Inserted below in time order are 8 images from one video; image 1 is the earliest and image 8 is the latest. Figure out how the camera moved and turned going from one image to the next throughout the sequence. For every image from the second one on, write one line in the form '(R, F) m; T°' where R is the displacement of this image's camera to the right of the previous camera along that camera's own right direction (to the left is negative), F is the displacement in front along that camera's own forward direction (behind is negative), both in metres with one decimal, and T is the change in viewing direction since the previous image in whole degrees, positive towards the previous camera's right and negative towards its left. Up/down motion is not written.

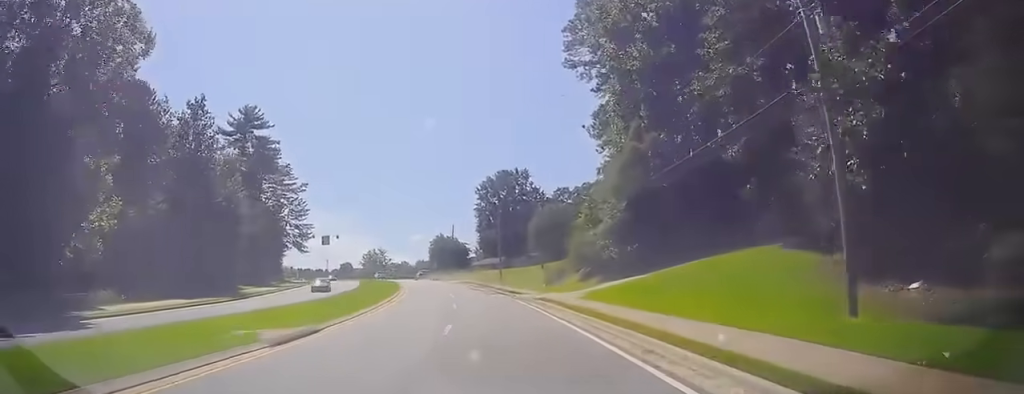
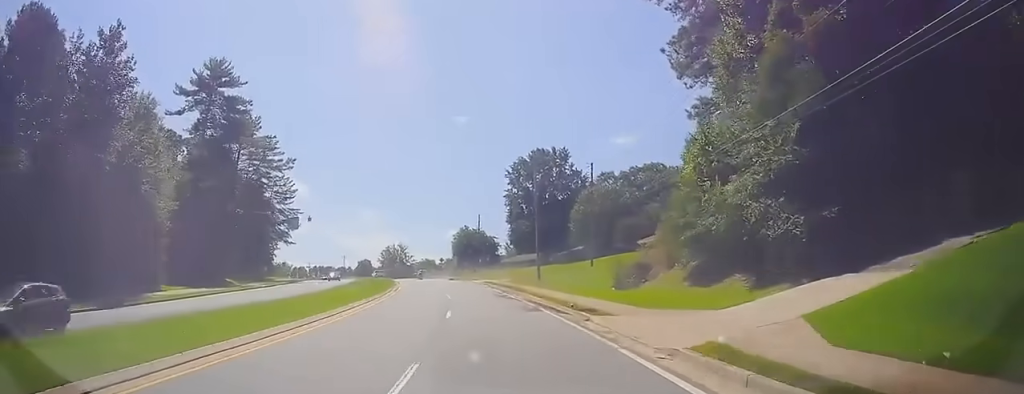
(-1.4, +21.9) m; -4°
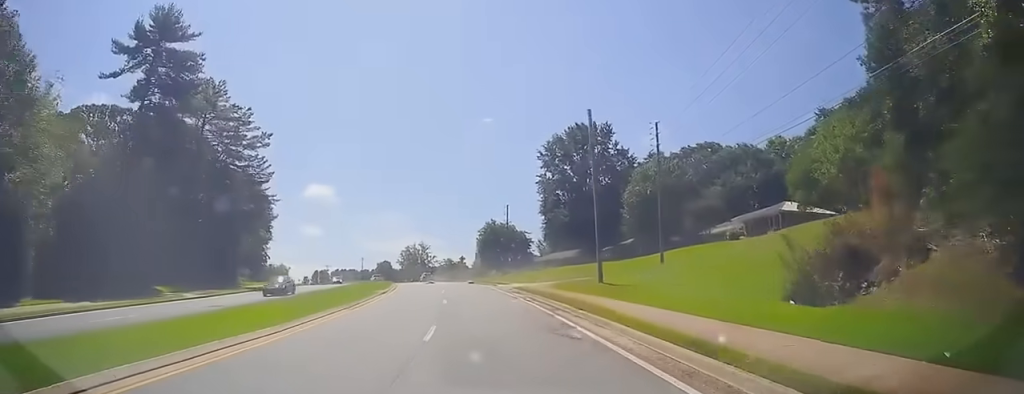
(0.0, +21.1) m; 0°
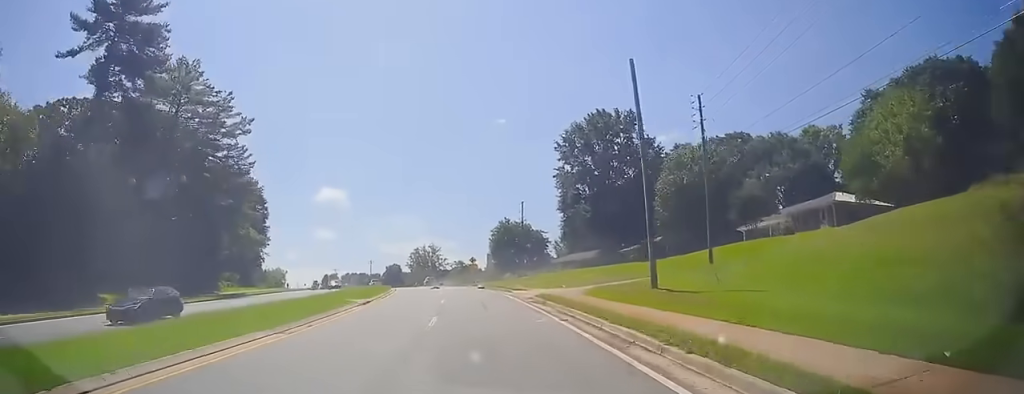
(0.0, +11.0) m; -1°
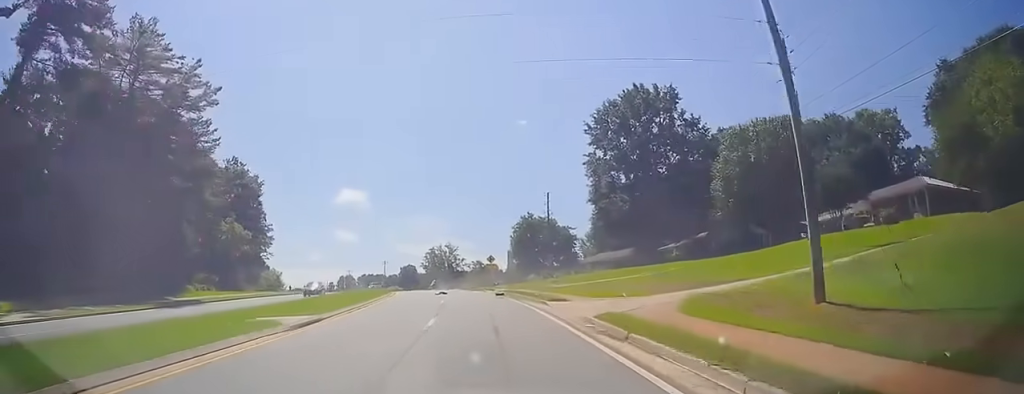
(+0.1, +13.7) m; -1°
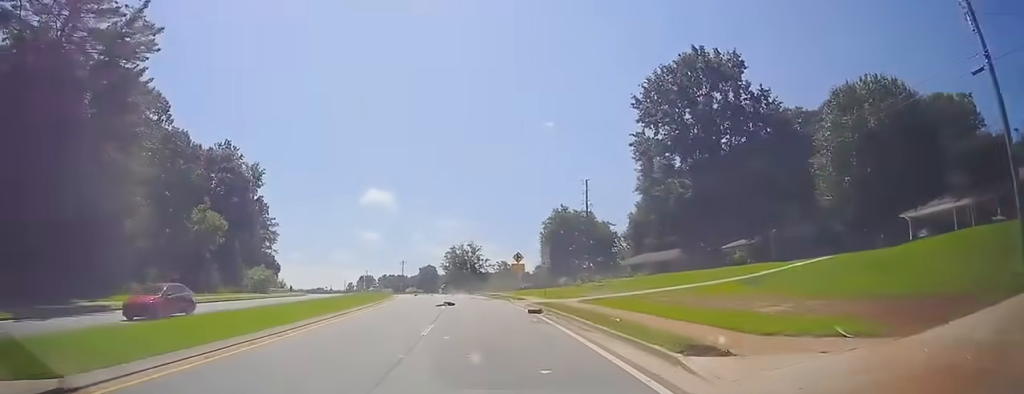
(-0.4, +16.6) m; -4°
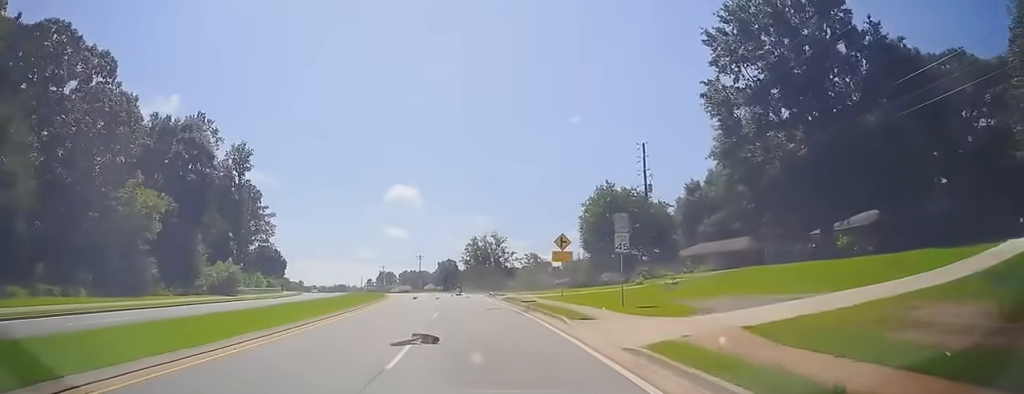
(-1.1, +20.0) m; -5°
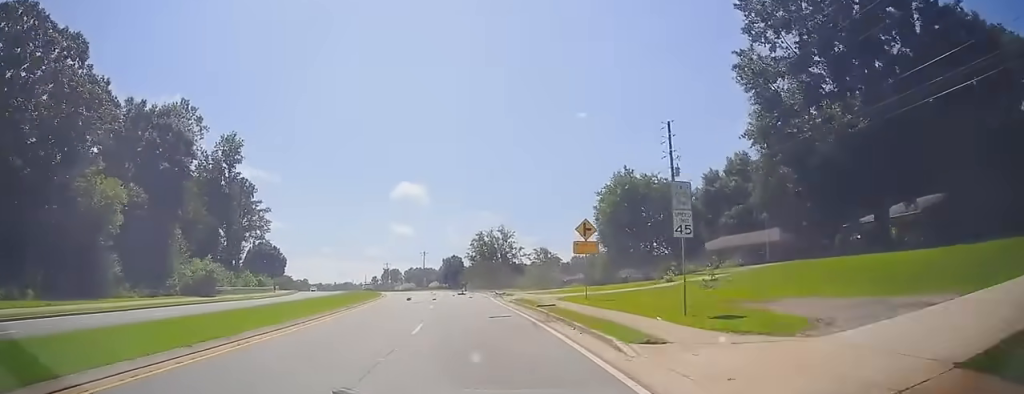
(-0.1, +6.9) m; -2°
